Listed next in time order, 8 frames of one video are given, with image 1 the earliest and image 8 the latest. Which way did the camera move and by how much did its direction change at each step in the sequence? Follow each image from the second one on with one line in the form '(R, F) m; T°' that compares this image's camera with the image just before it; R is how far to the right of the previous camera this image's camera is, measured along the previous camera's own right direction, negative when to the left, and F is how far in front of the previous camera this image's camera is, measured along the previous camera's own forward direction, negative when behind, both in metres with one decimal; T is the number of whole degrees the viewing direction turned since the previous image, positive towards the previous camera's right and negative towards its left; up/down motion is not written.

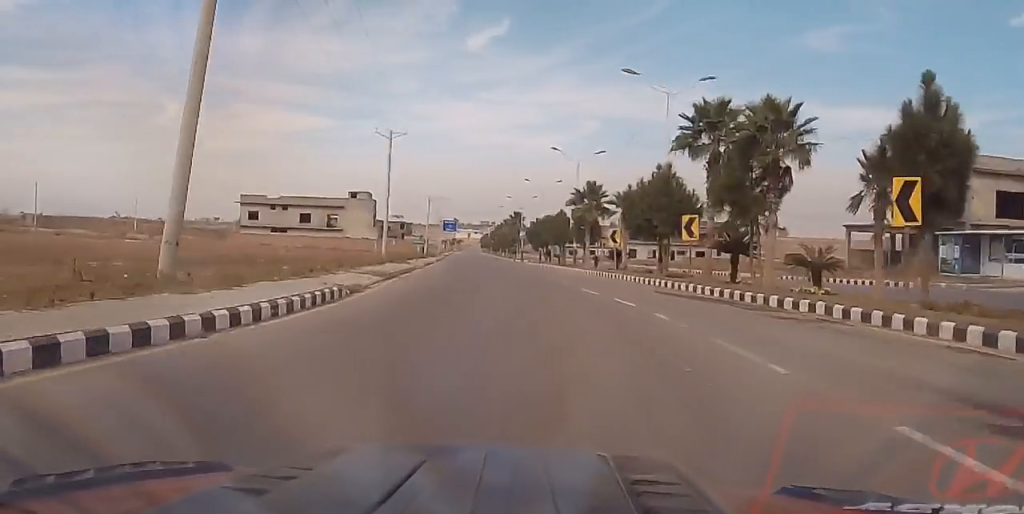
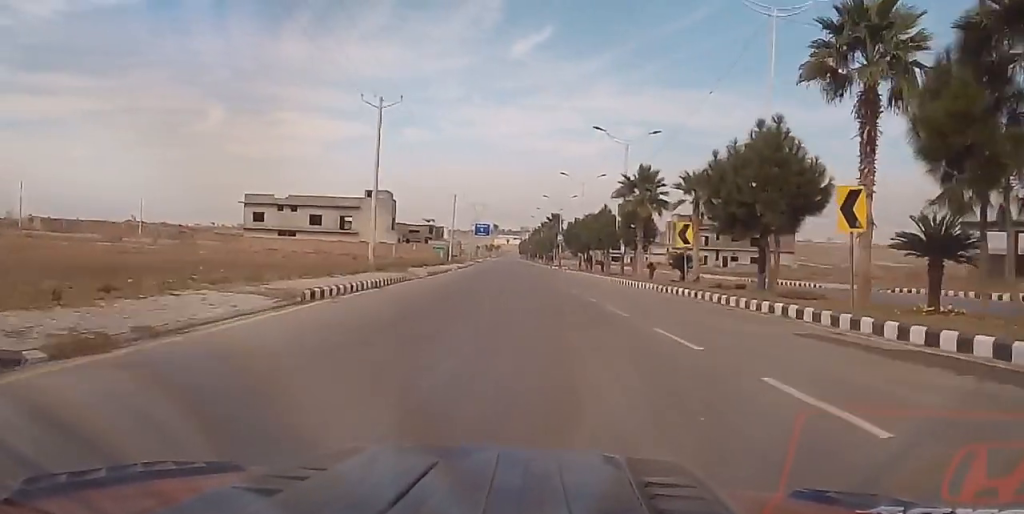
(-0.7, +15.8) m; -4°
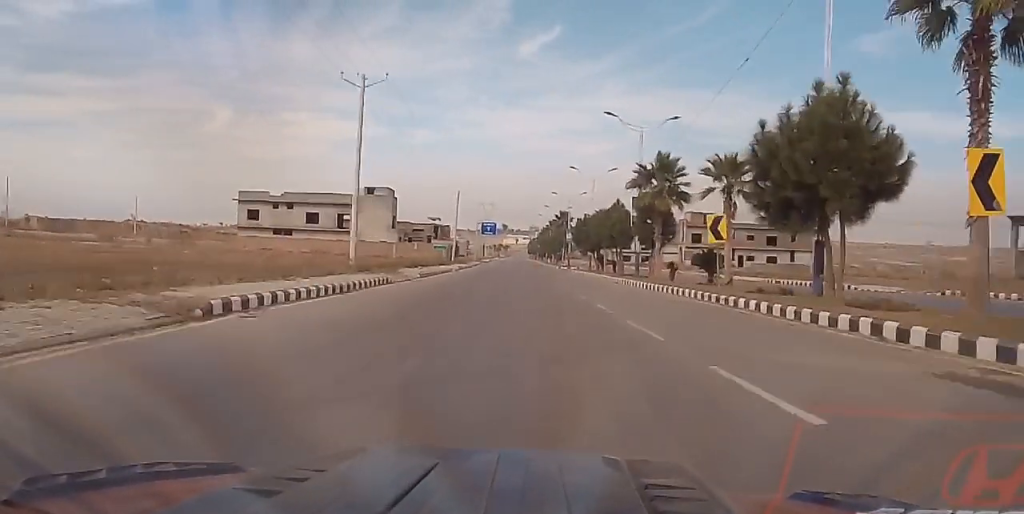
(-0.1, +6.3) m; -1°
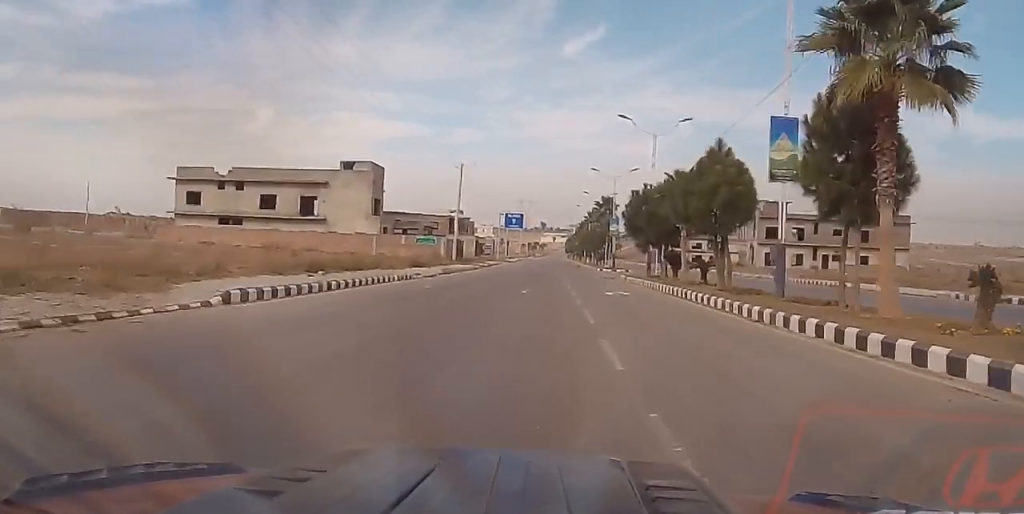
(+0.4, +21.4) m; +1°
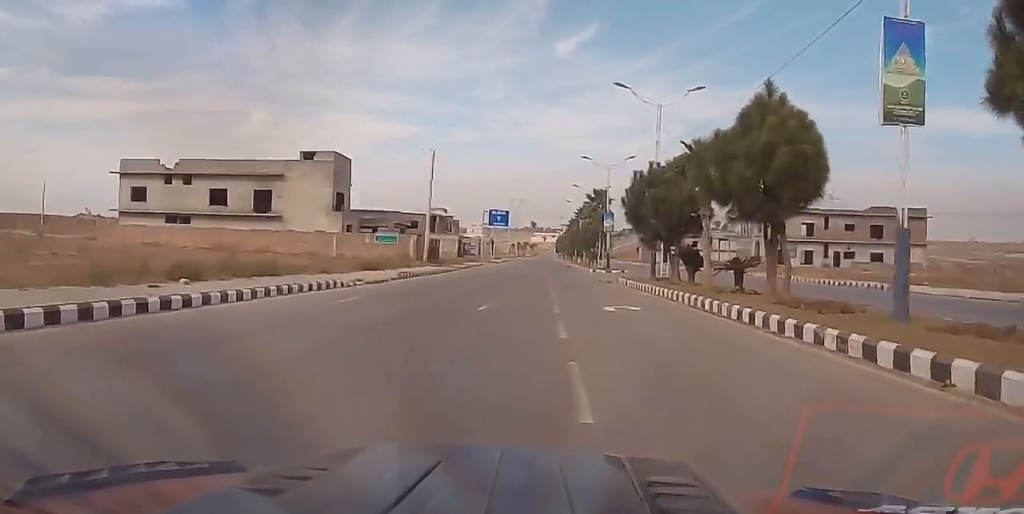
(-0.2, +9.5) m; -1°
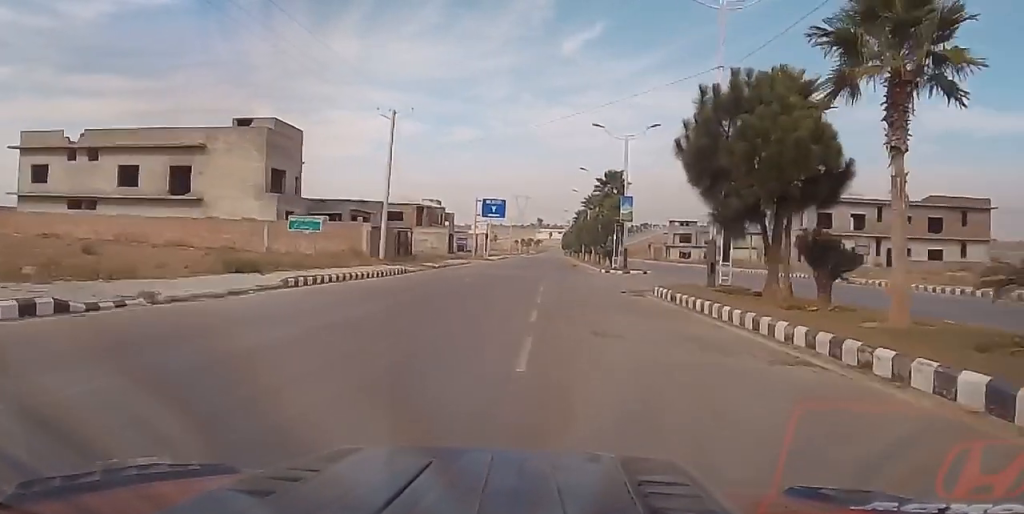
(0.0, +16.1) m; +1°
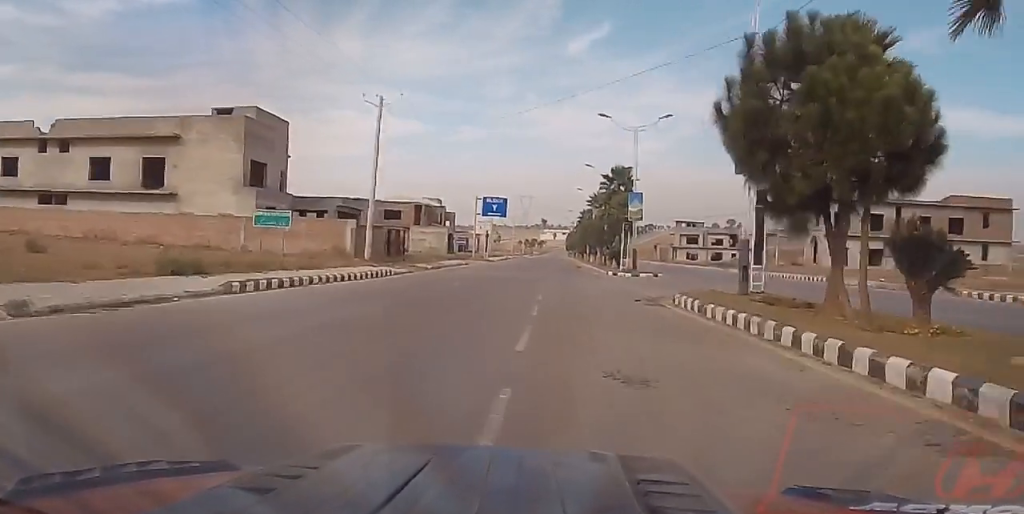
(0.0, +4.0) m; 0°
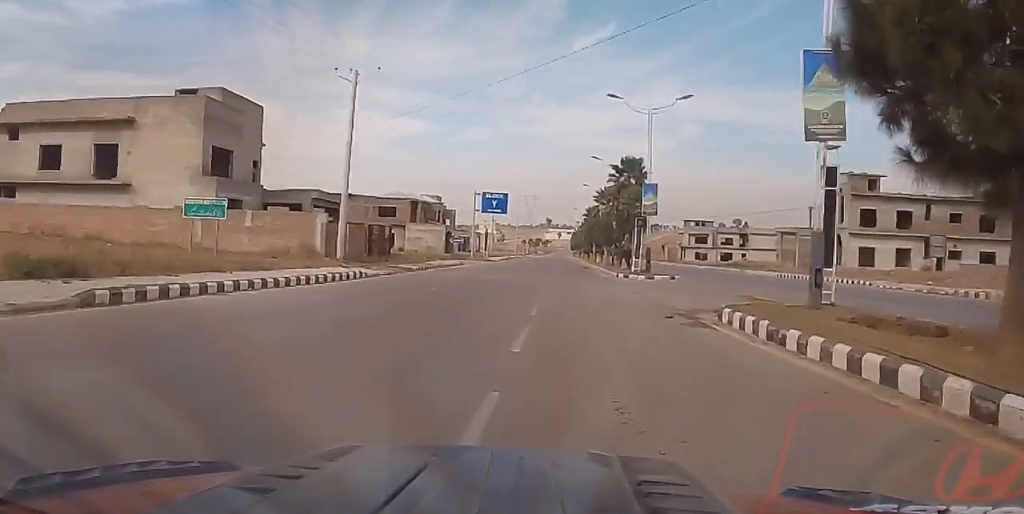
(0.0, +5.8) m; -1°
